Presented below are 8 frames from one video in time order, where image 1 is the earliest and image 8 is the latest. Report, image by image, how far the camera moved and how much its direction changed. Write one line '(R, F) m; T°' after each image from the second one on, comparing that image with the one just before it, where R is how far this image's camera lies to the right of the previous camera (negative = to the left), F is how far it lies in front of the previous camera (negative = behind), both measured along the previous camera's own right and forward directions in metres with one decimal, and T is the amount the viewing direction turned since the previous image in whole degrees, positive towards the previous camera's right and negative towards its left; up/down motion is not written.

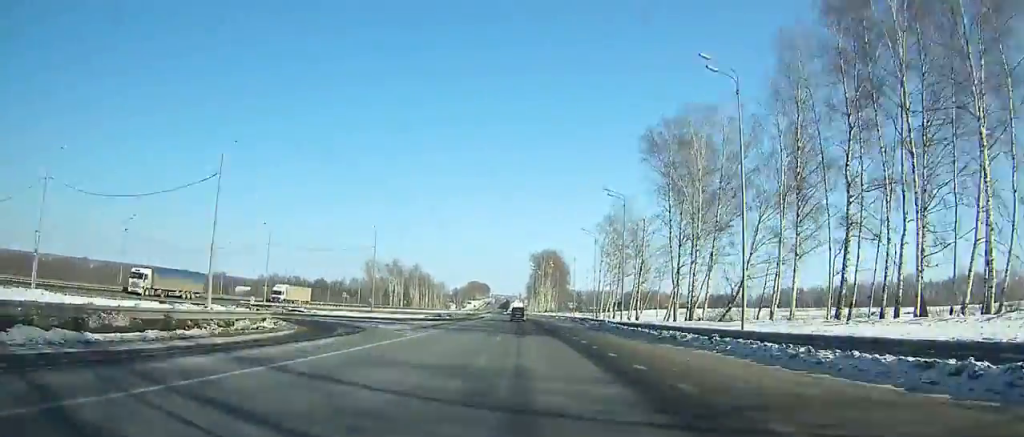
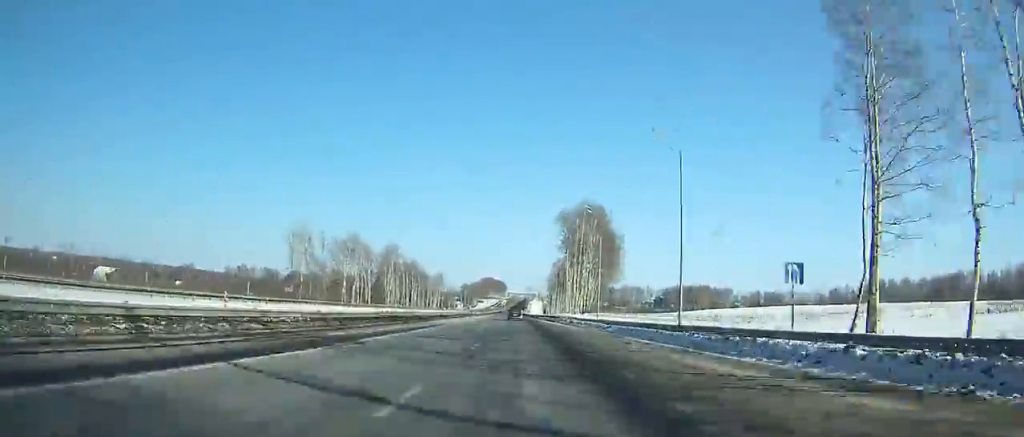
(-0.9, +90.1) m; -2°
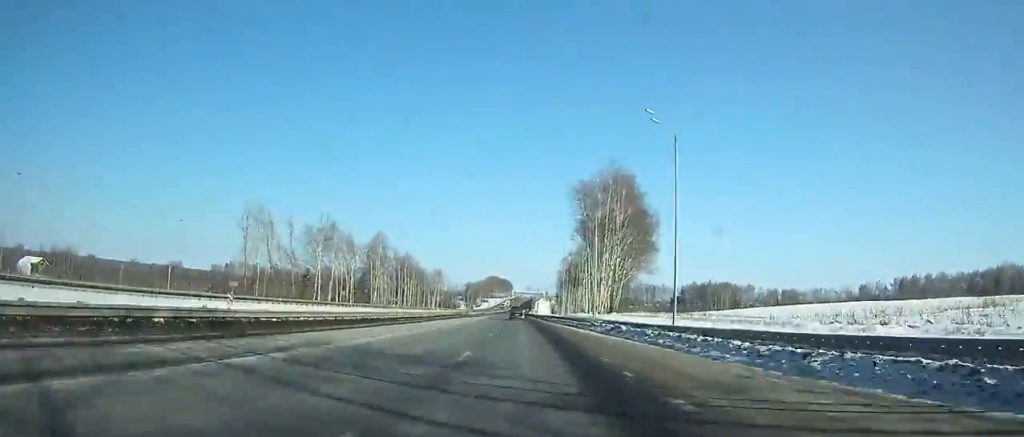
(-0.1, +27.9) m; -1°
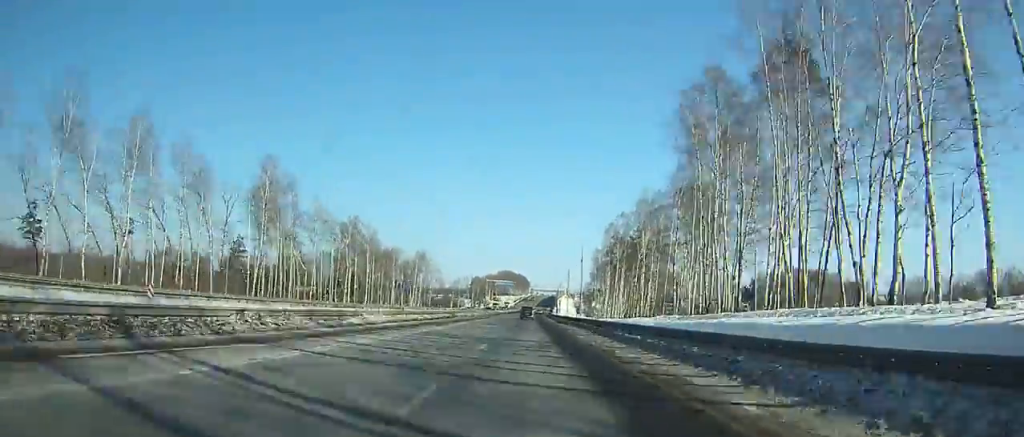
(-1.4, +91.8) m; -1°
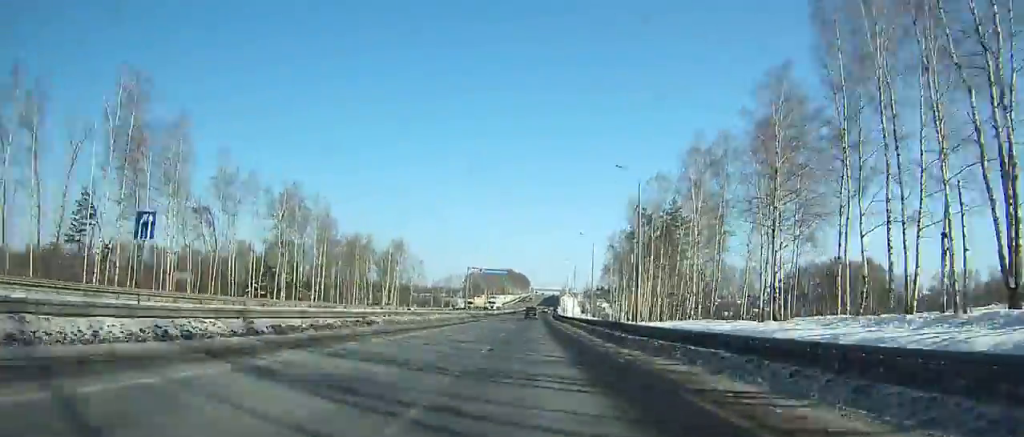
(-0.2, +38.1) m; 0°
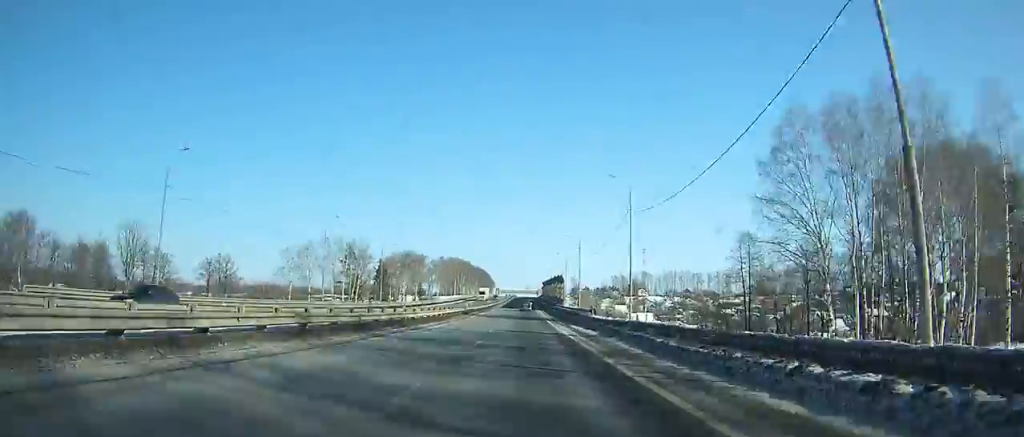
(+3.3, +178.6) m; +2°
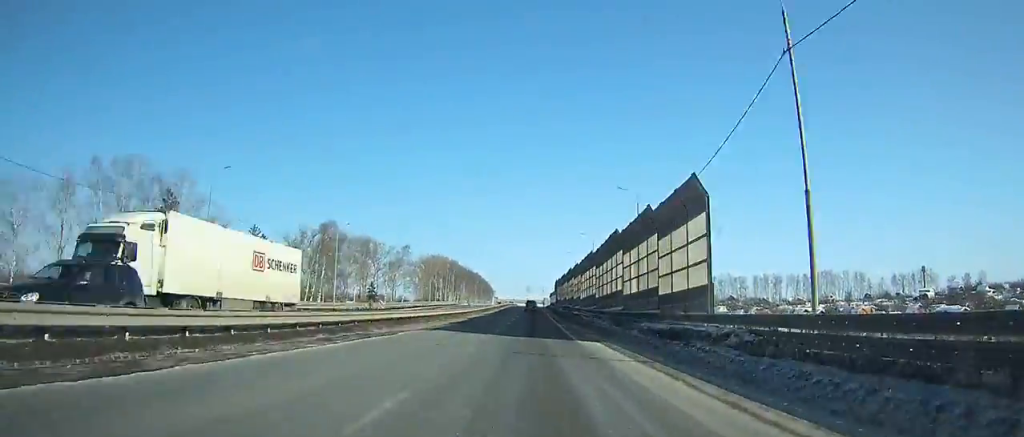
(+0.3, +86.7) m; 0°
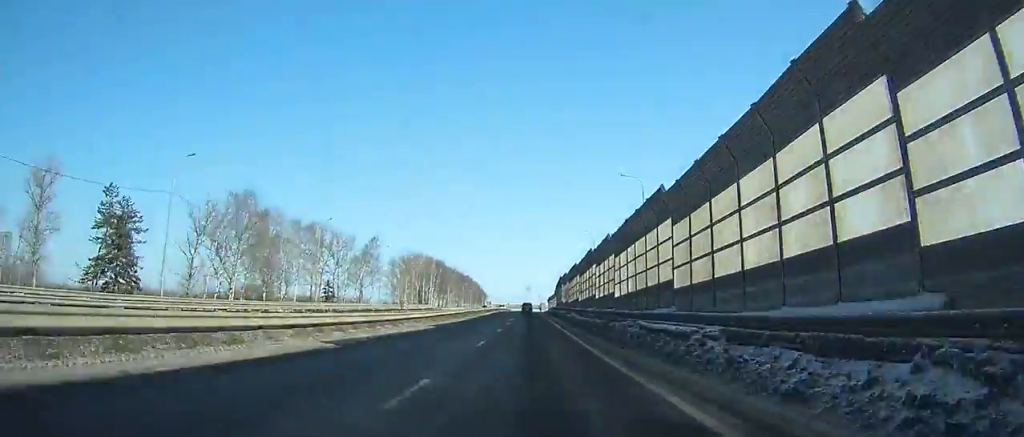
(0.0, +34.7) m; 0°
